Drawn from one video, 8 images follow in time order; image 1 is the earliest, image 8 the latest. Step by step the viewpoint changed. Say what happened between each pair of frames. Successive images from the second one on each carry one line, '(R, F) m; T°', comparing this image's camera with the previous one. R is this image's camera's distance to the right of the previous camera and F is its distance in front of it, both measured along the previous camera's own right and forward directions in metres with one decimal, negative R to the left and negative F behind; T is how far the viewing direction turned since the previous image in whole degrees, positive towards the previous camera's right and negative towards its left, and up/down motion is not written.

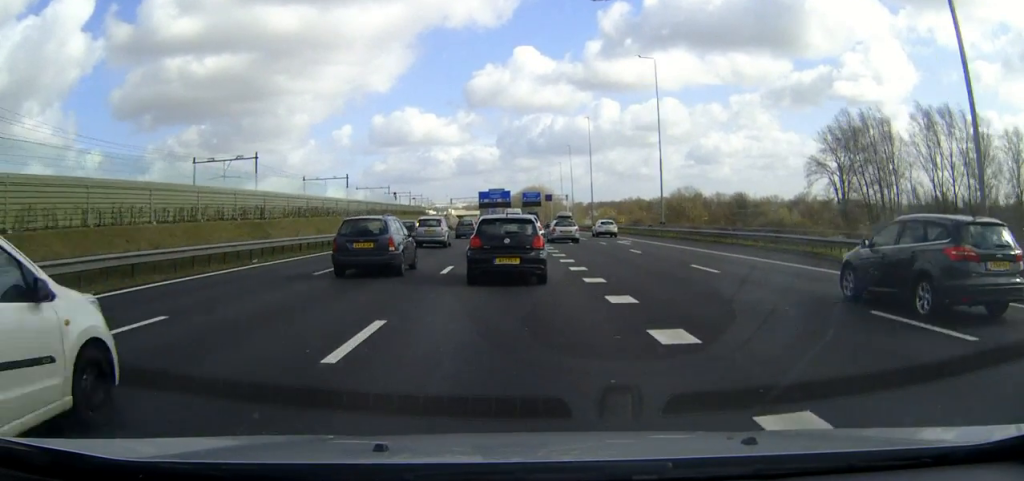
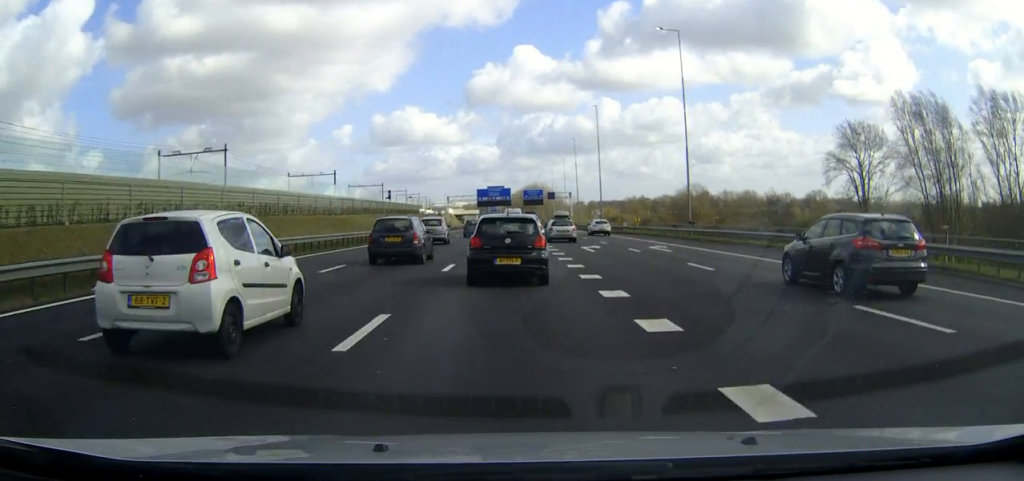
(0.0, +11.9) m; 0°
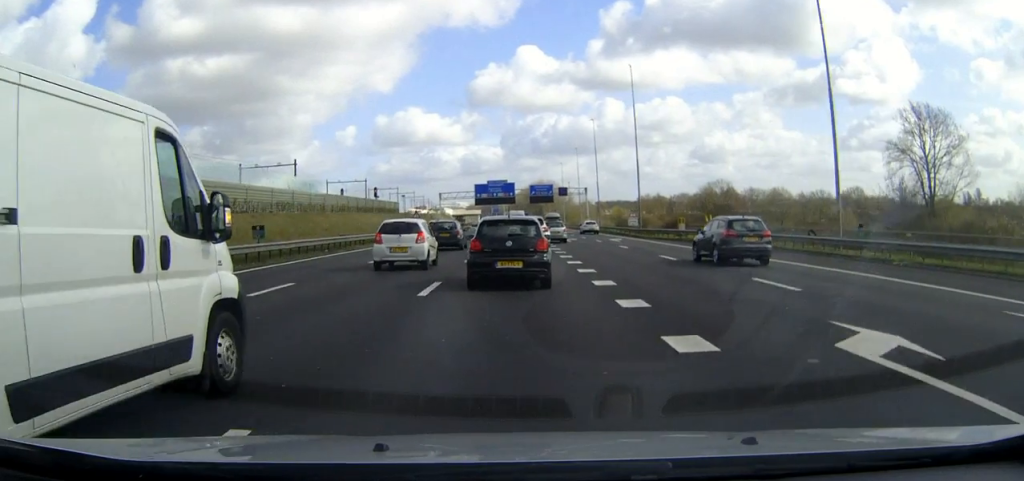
(-0.1, +29.7) m; -1°
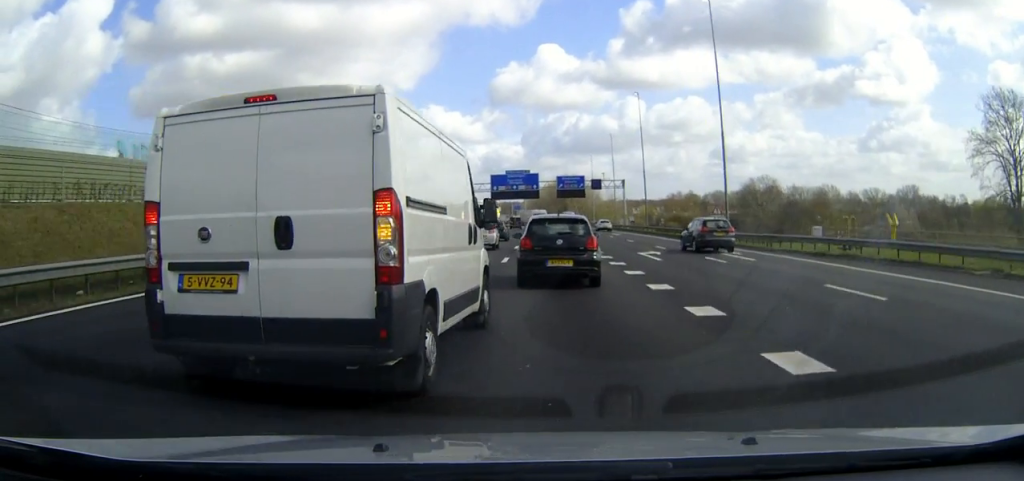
(-0.5, +25.7) m; -2°
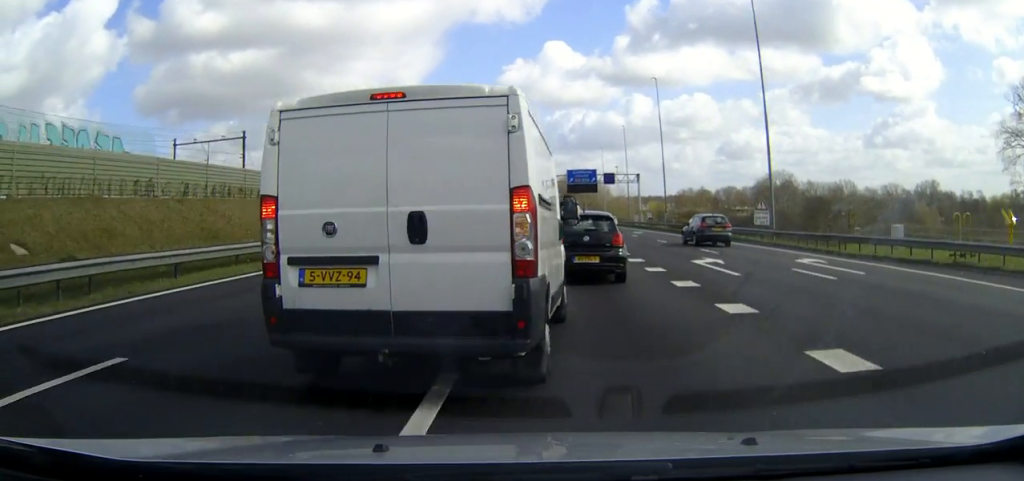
(-0.1, +7.5) m; -1°
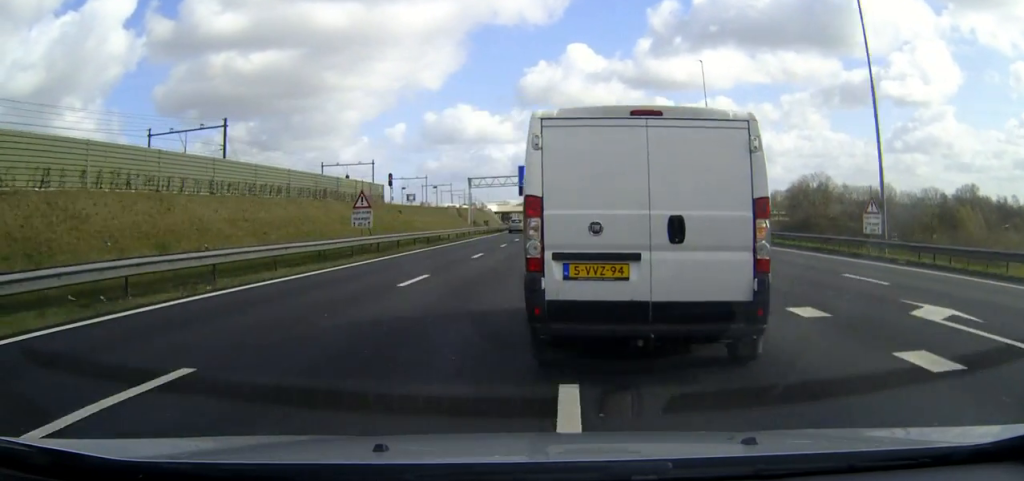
(-0.1, +12.8) m; 0°
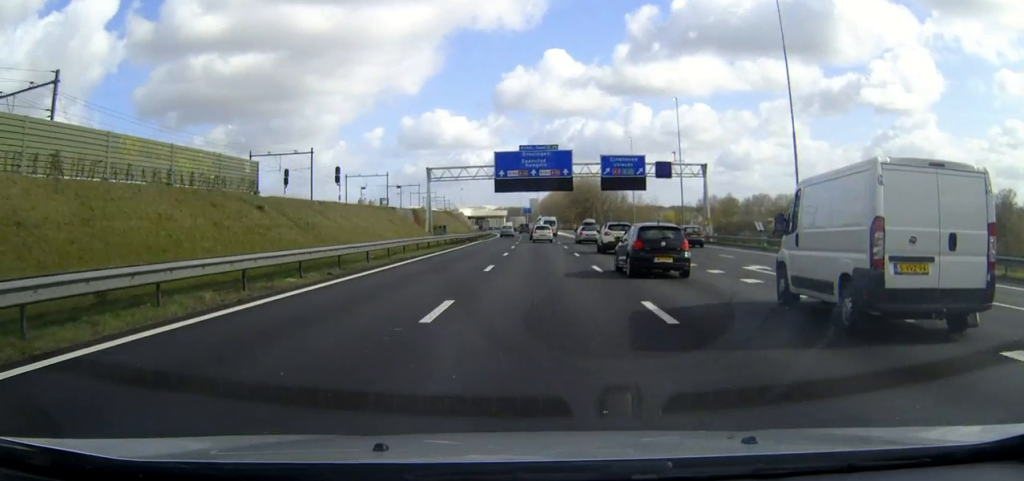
(+0.2, +29.7) m; +2°
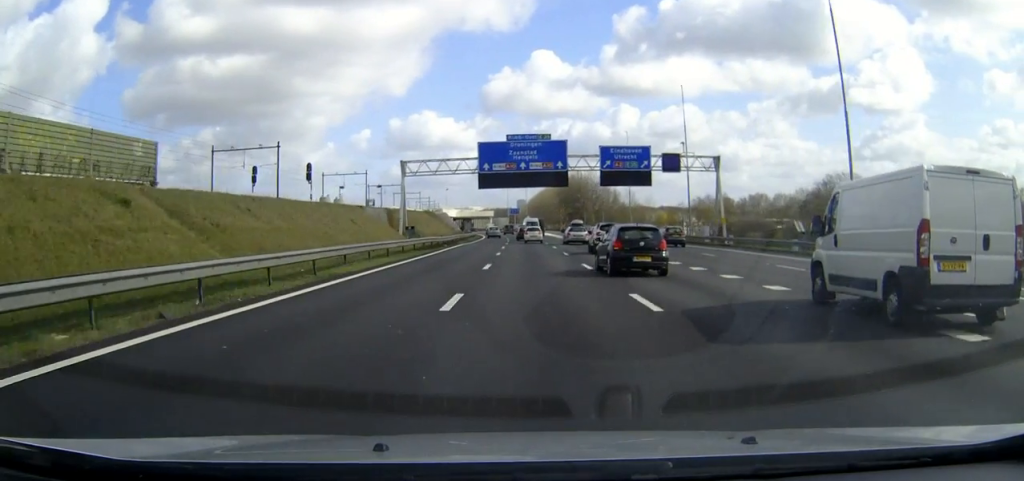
(+0.1, +10.3) m; +1°
